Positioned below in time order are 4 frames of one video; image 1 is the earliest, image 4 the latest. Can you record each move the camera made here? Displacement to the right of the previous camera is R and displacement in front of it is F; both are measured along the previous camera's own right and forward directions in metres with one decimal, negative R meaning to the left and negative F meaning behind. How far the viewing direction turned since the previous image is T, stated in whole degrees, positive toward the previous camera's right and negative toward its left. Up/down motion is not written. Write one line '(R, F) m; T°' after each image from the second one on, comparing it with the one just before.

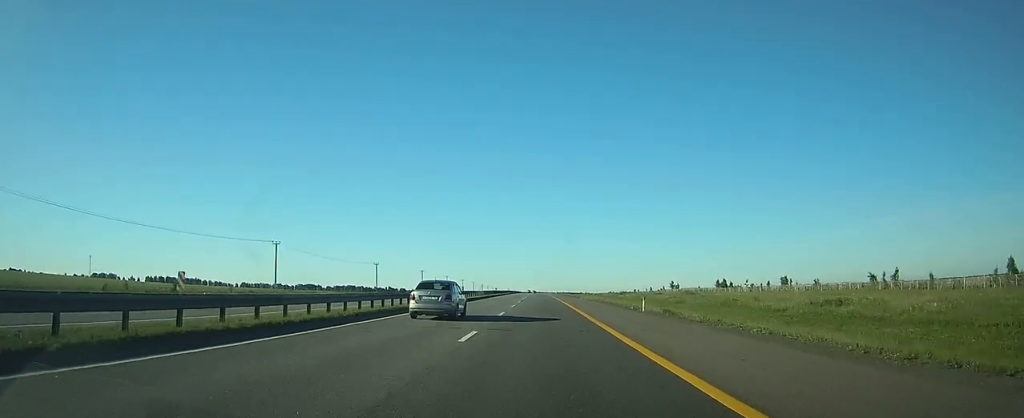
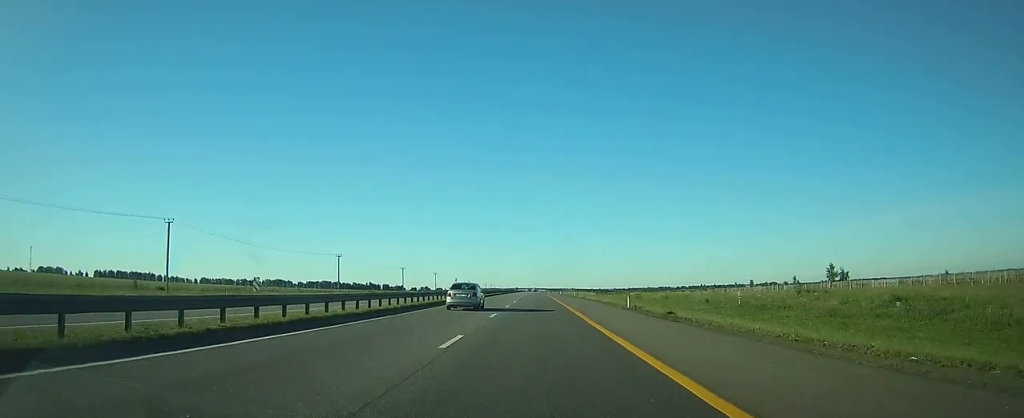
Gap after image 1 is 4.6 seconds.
(-0.9, +145.4) m; -1°
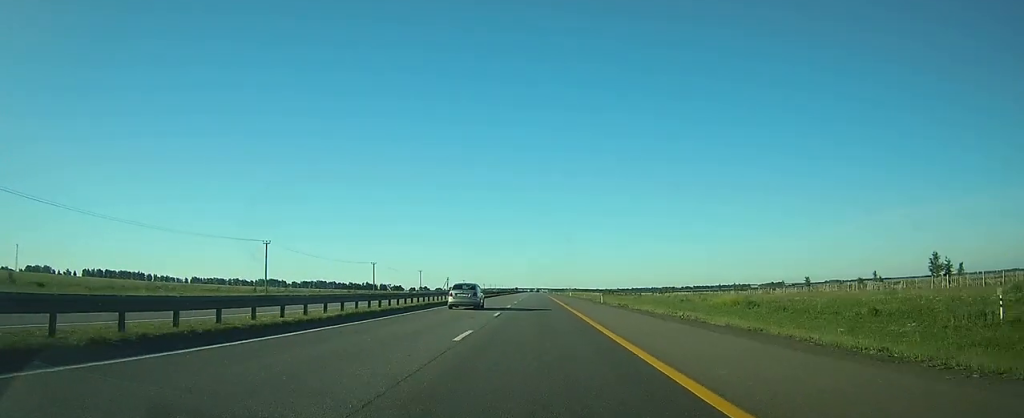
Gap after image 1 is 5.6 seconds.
(-0.1, +34.1) m; 0°
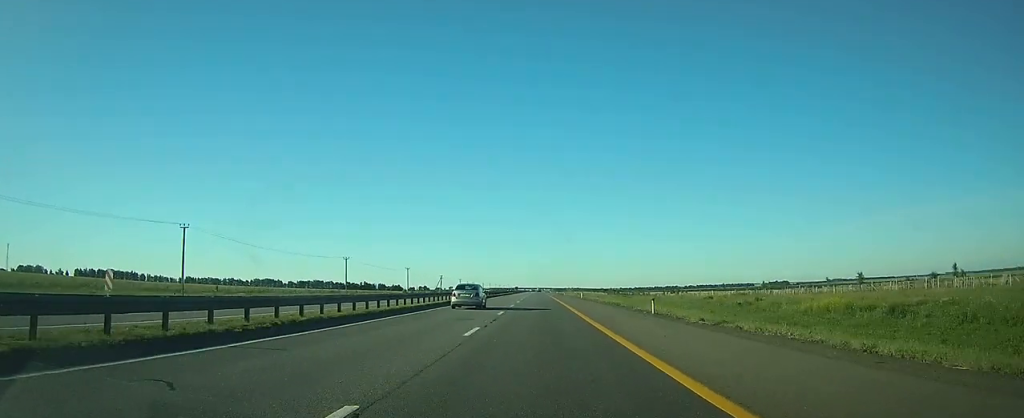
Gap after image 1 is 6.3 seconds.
(0.0, +22.4) m; 0°
